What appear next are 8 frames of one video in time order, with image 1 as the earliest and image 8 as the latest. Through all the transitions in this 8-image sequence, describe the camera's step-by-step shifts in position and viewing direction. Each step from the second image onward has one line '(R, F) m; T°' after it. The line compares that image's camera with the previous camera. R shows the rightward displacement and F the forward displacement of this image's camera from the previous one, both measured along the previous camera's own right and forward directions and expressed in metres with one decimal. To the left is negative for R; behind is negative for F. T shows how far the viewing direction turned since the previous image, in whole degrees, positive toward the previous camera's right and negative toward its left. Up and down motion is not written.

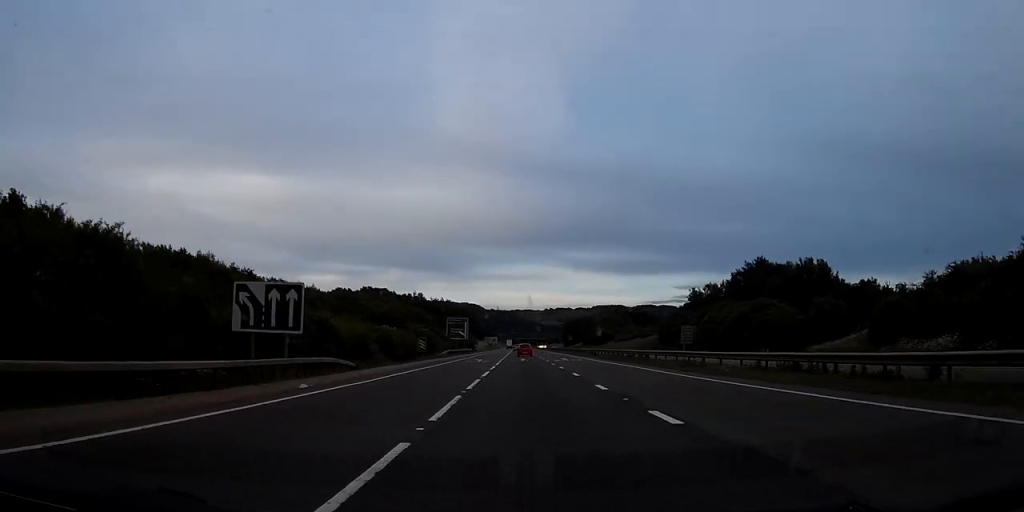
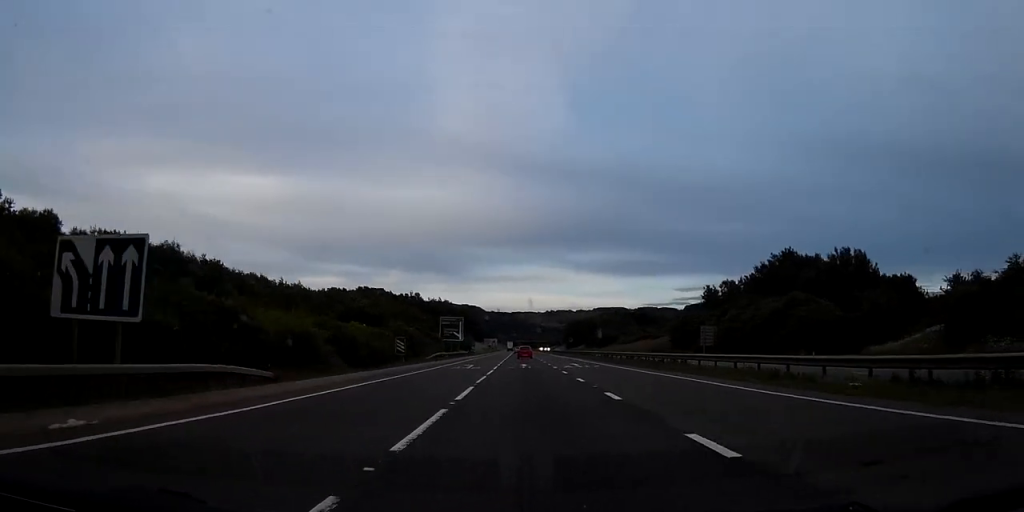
(+0.1, +12.0) m; 0°
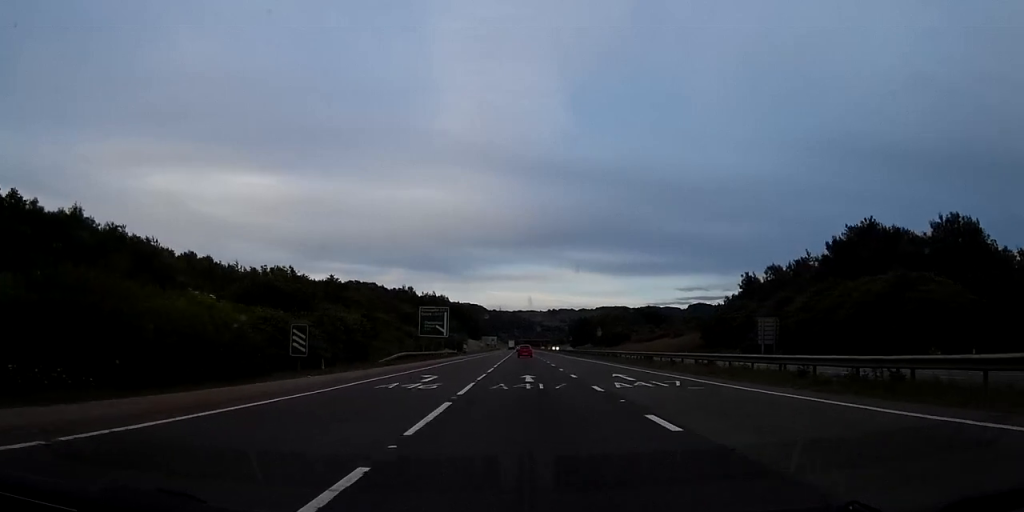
(0.0, +24.8) m; 0°
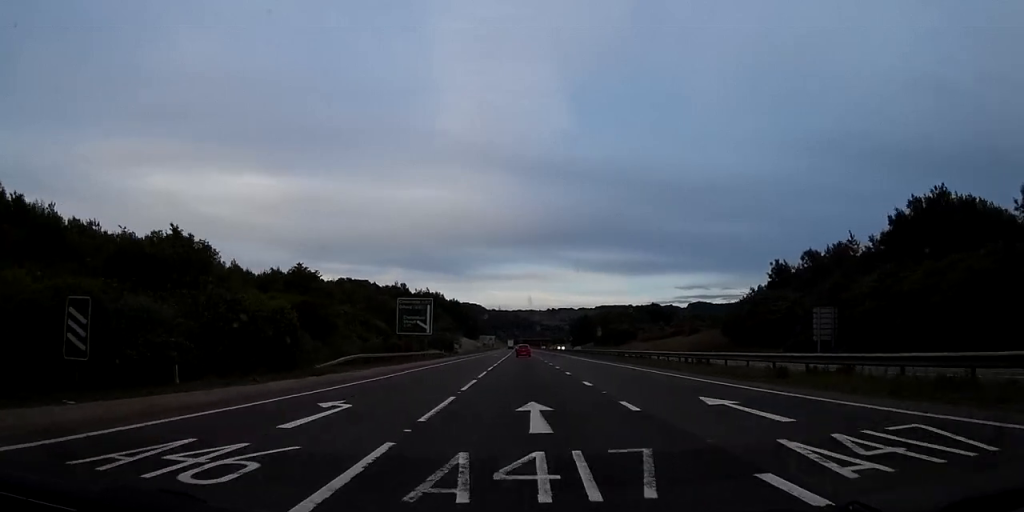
(0.0, +15.5) m; 0°
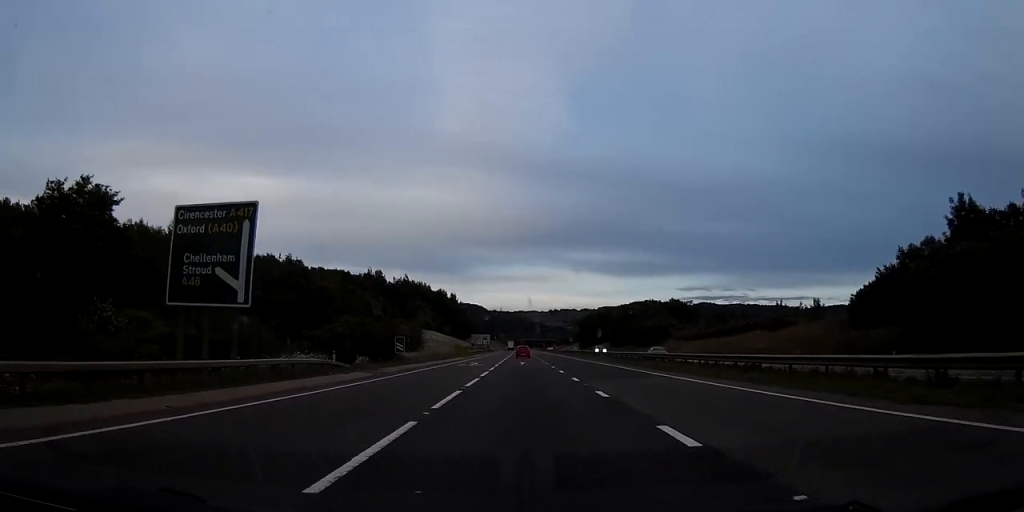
(+0.2, +49.4) m; +1°
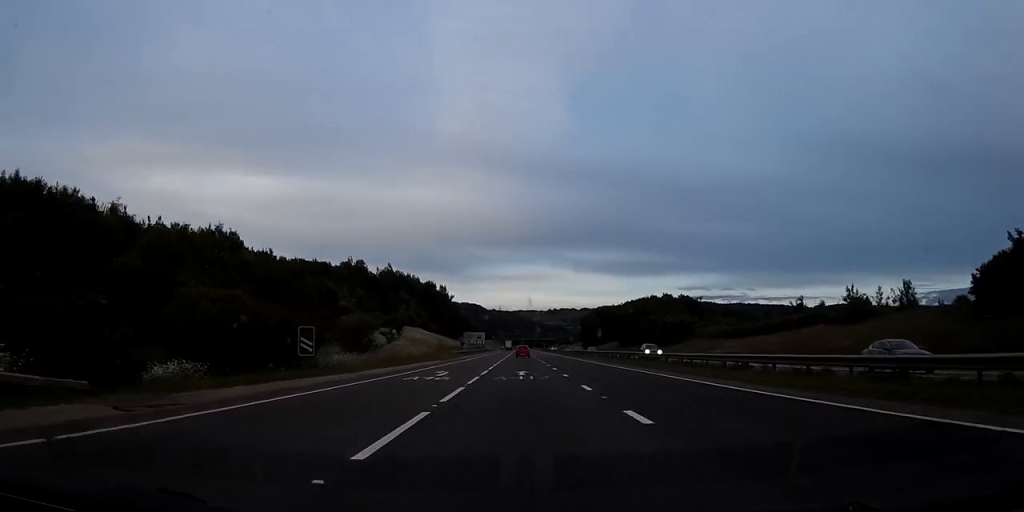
(+0.1, +23.9) m; 0°
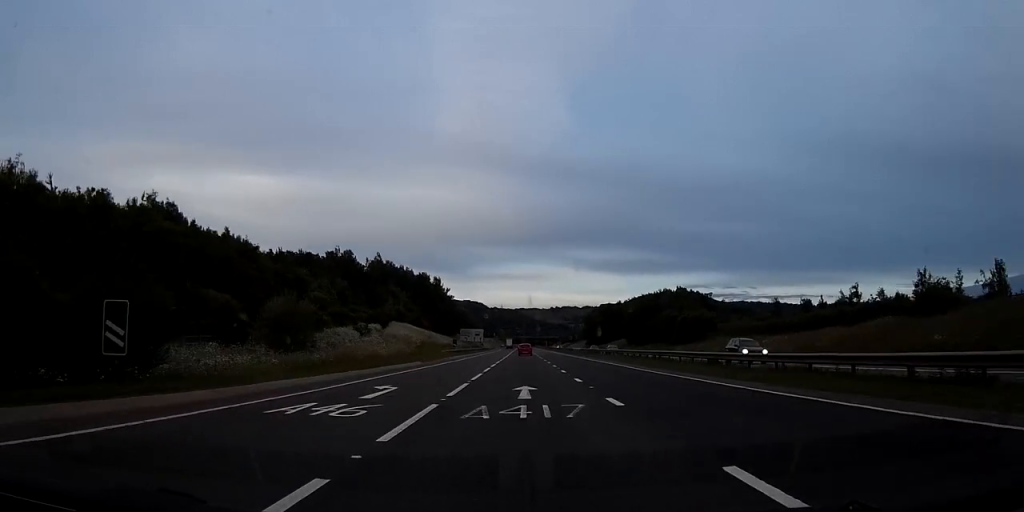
(-0.1, +16.0) m; 0°
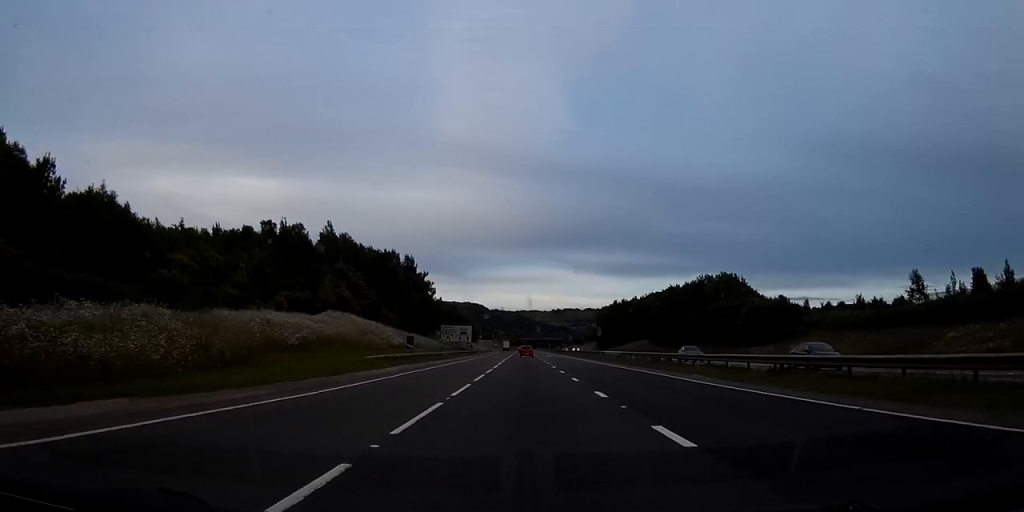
(-0.1, +42.4) m; 0°
